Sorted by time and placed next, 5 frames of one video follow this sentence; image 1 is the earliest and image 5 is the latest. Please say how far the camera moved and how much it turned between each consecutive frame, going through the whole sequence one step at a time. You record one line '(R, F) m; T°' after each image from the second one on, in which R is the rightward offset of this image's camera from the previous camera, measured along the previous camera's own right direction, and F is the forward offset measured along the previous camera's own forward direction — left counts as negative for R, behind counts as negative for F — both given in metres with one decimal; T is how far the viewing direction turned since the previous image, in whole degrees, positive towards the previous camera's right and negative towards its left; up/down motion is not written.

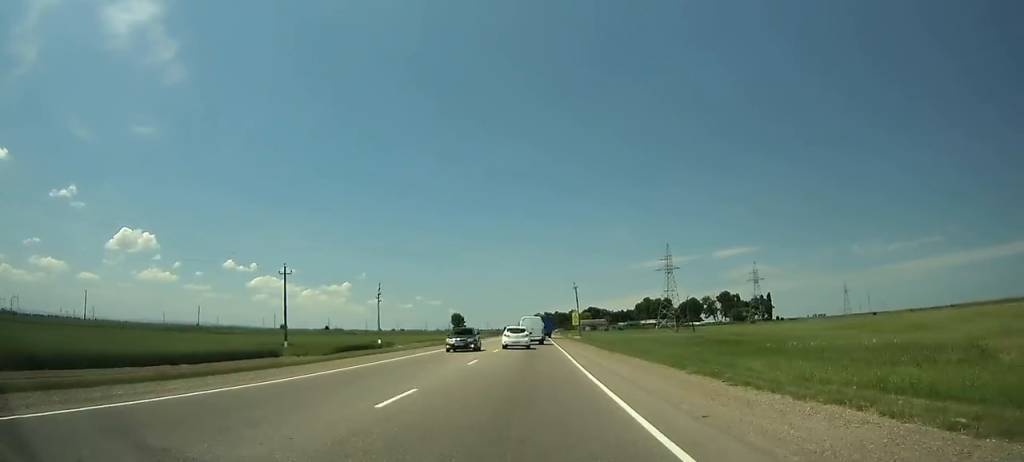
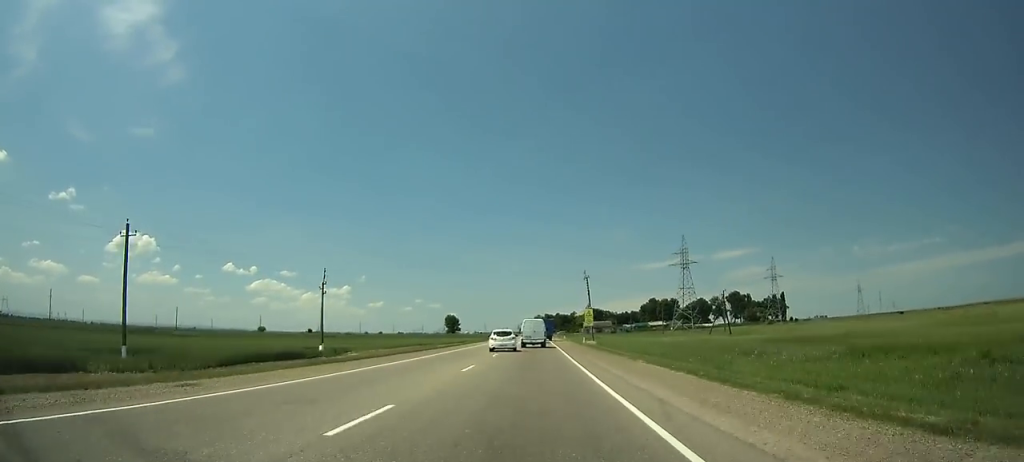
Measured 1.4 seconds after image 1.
(0.0, +26.1) m; 0°
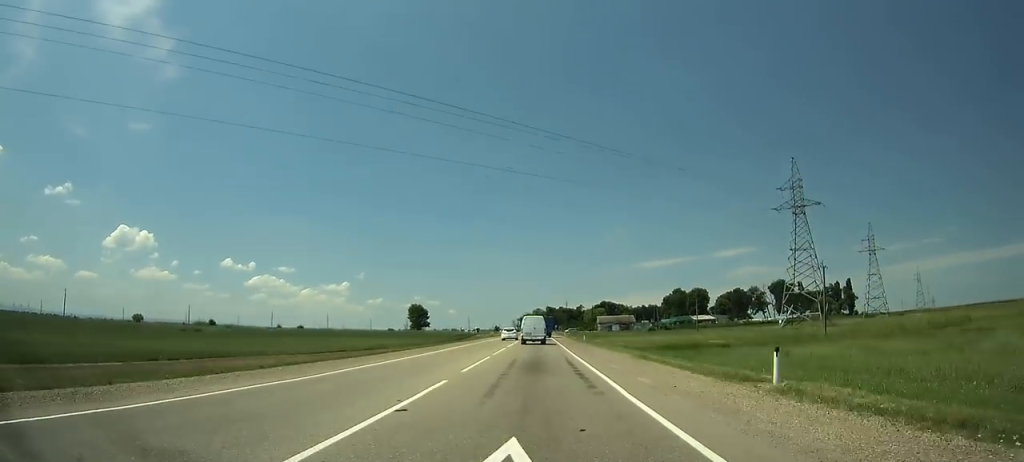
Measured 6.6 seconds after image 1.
(0.0, +97.1) m; 0°
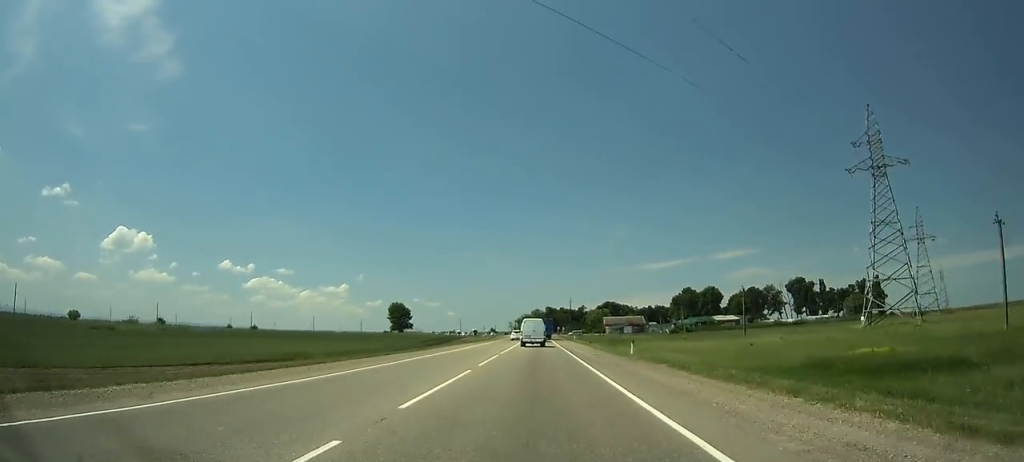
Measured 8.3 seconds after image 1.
(0.0, +31.8) m; 0°
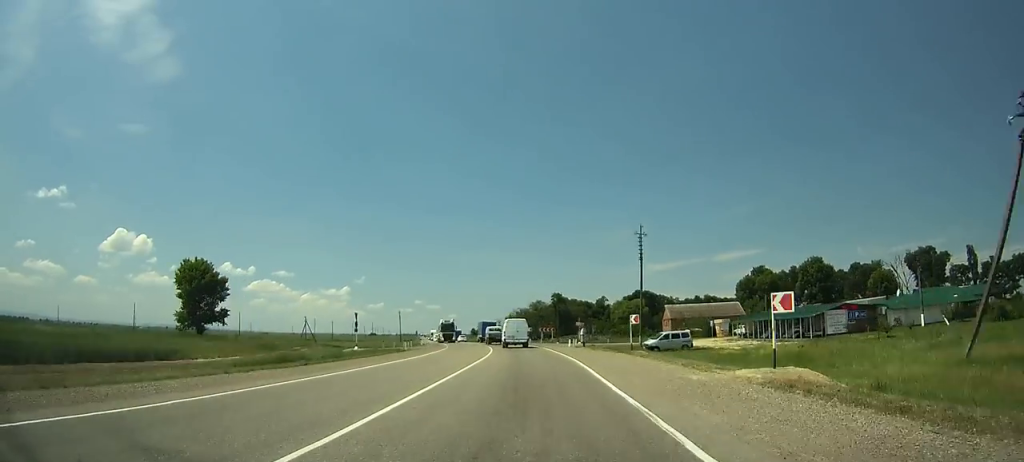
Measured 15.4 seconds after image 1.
(-0.4, +132.4) m; -2°
